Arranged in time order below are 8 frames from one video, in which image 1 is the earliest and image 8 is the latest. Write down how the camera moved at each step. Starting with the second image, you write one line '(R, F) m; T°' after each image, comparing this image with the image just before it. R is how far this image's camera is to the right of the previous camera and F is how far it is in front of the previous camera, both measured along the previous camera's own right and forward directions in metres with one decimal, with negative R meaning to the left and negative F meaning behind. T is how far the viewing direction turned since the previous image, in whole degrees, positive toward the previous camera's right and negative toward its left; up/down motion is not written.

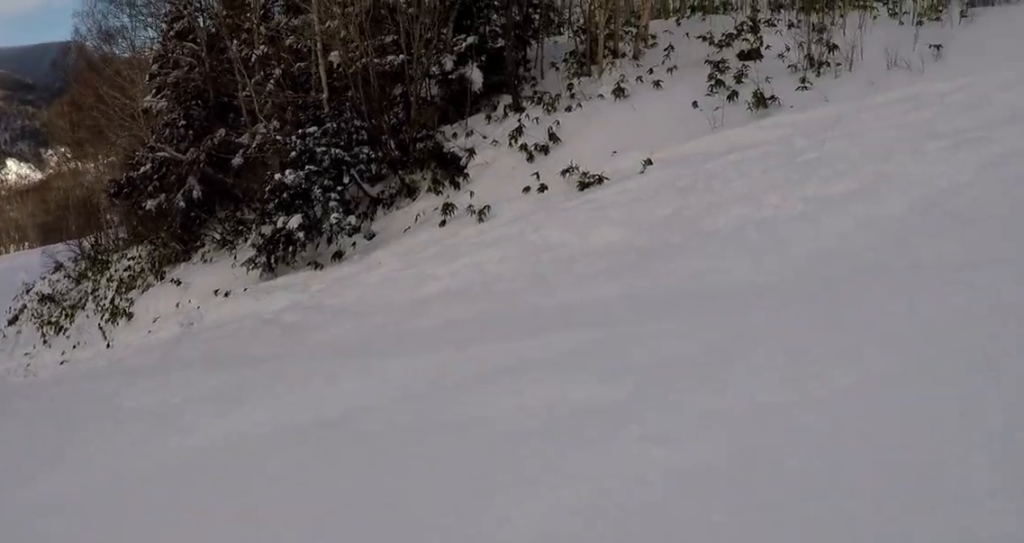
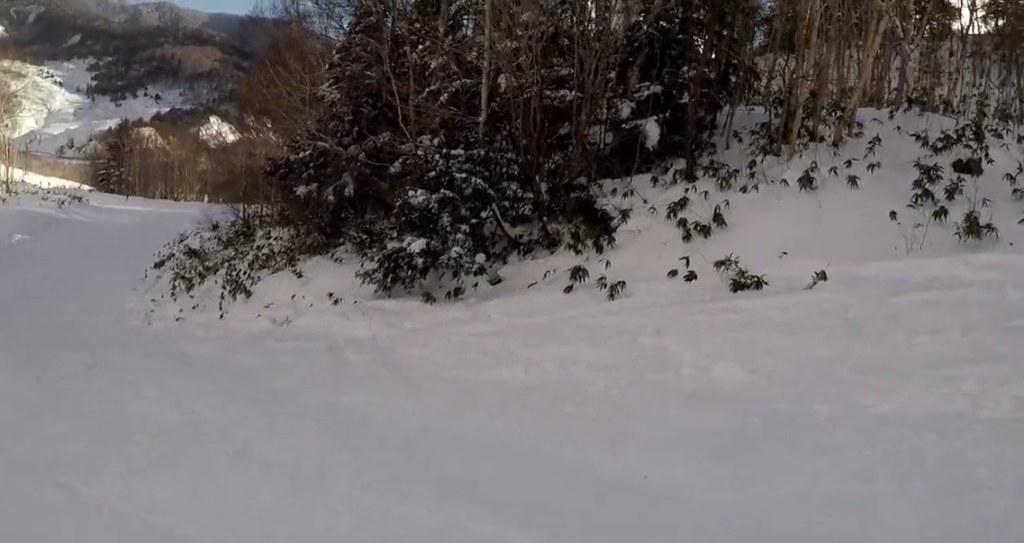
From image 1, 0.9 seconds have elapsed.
(+0.1, +3.3) m; -7°
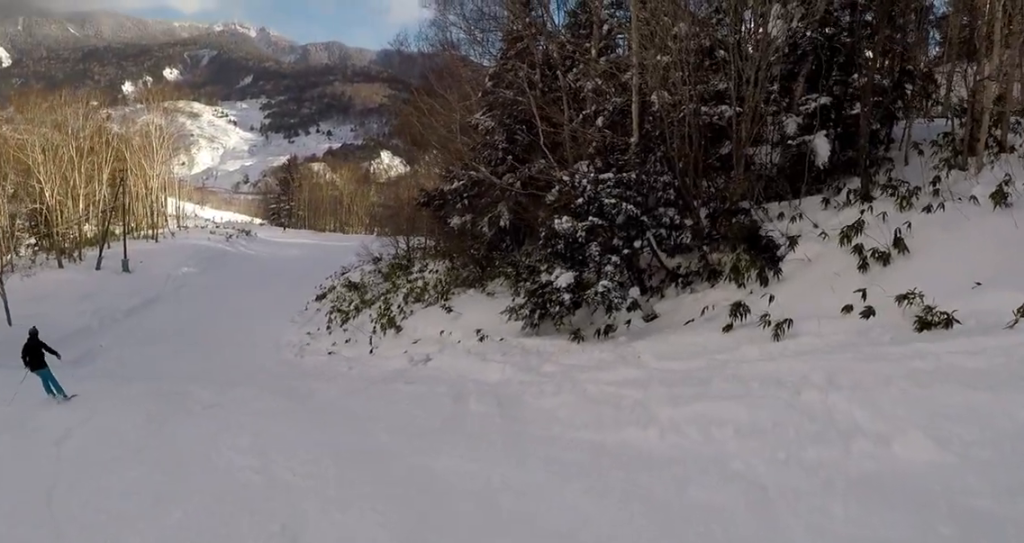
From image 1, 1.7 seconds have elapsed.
(-0.3, +3.2) m; -18°
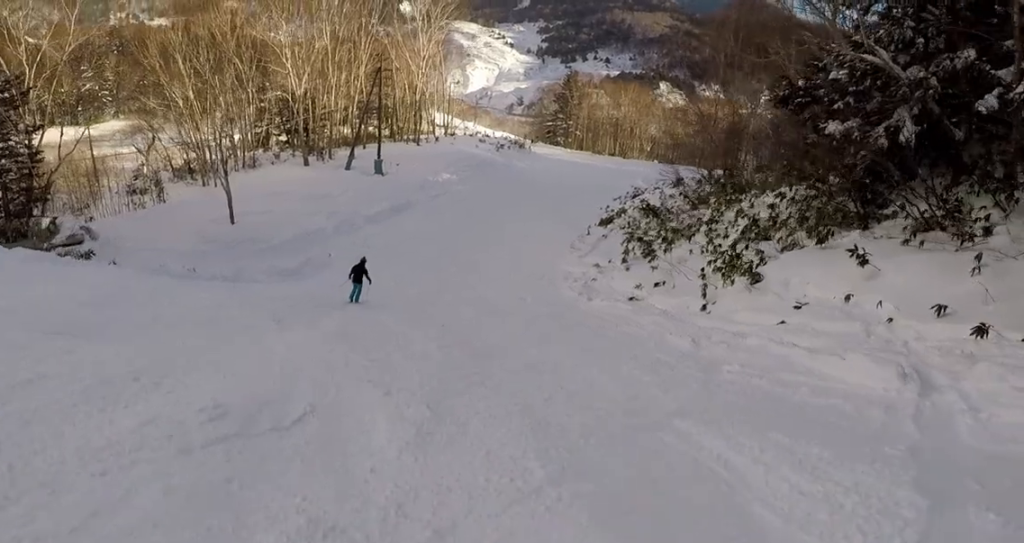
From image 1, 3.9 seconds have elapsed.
(-5.4, +13.6) m; -23°
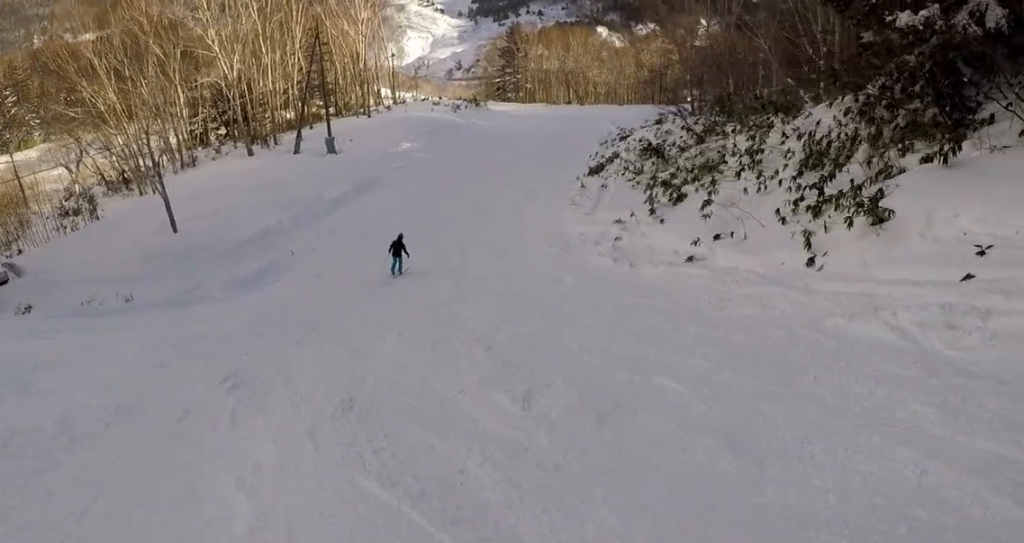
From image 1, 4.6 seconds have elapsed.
(+0.1, +6.2) m; +3°
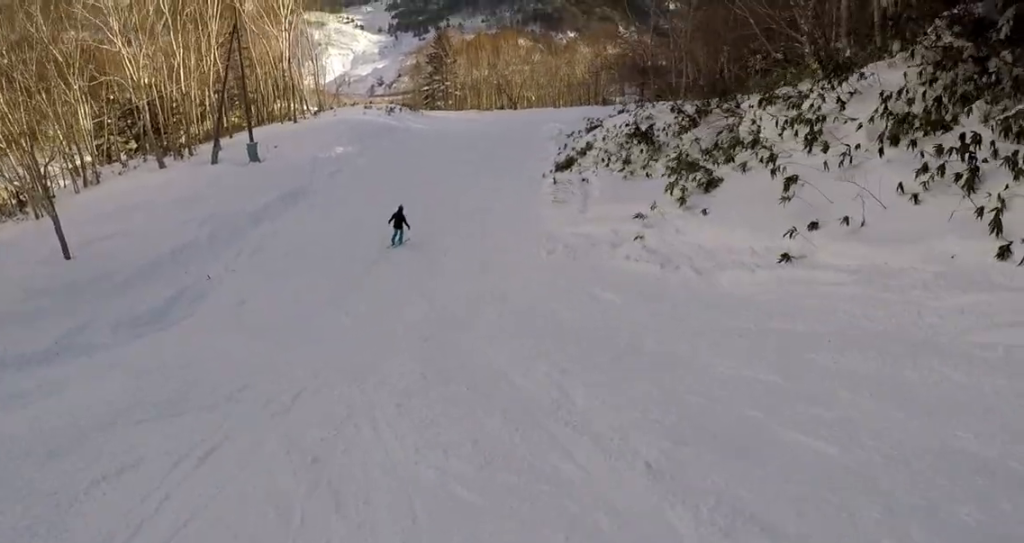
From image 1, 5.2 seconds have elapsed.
(-0.1, +6.3) m; +4°
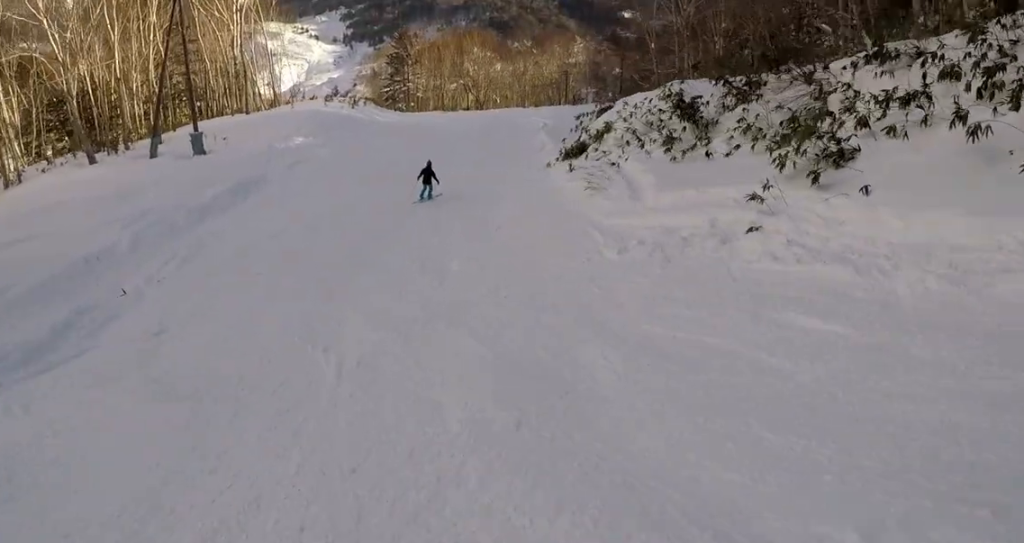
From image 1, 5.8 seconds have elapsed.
(+0.5, +6.5) m; +5°
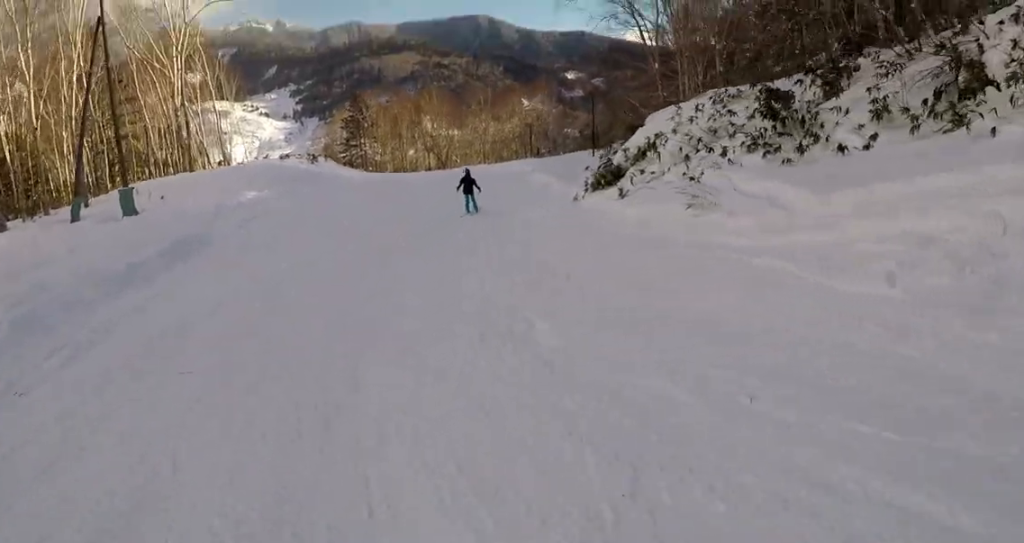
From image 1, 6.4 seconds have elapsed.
(+0.2, +6.6) m; +5°
